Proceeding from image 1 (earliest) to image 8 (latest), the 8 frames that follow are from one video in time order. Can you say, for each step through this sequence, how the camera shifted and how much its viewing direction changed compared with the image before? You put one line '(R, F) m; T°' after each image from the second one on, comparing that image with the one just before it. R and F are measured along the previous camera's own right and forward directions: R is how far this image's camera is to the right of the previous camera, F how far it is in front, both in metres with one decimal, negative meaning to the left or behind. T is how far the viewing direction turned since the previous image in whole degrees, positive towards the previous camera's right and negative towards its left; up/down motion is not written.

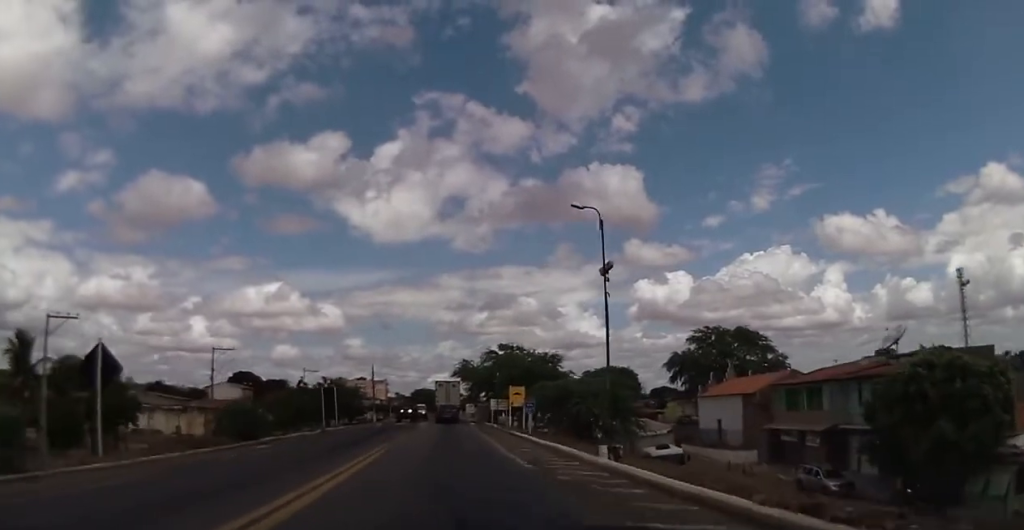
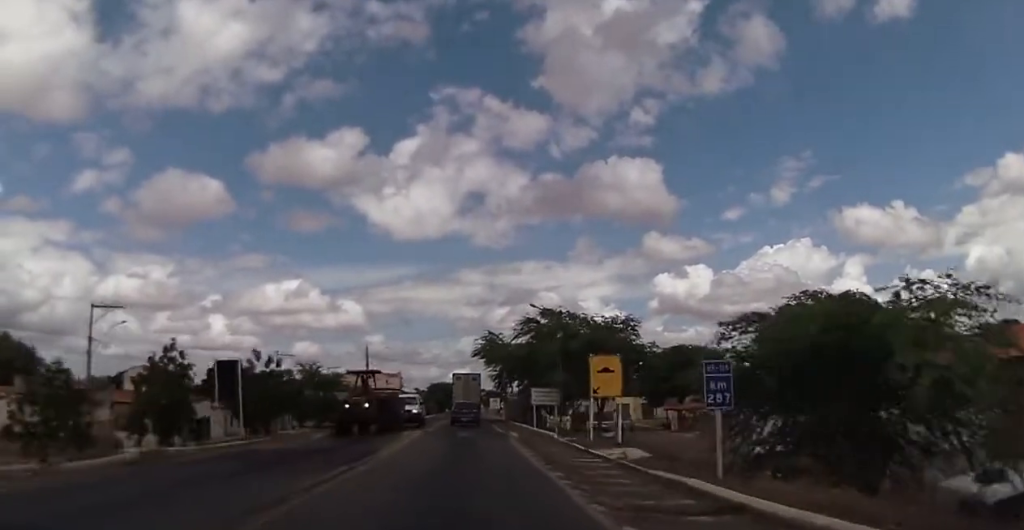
(+0.2, +27.7) m; -1°
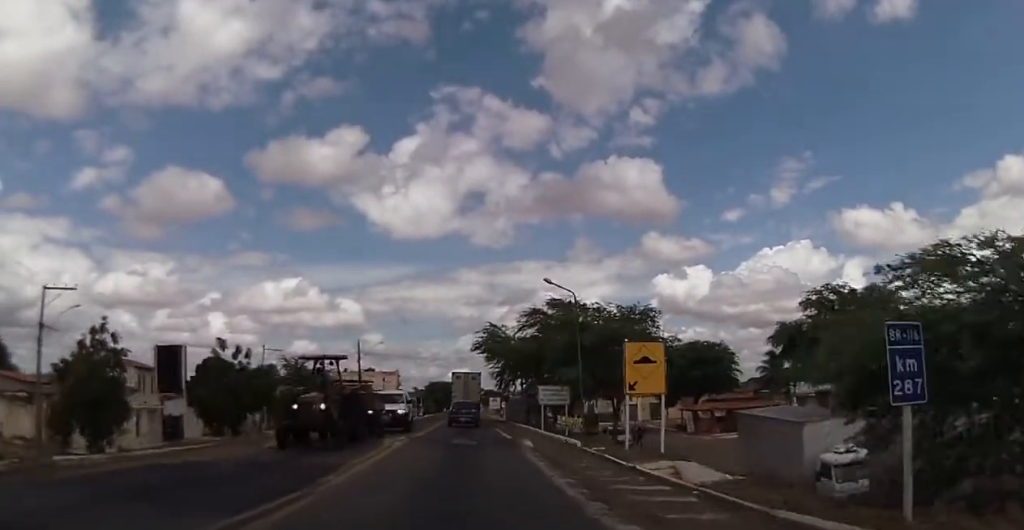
(-0.3, +5.8) m; -2°
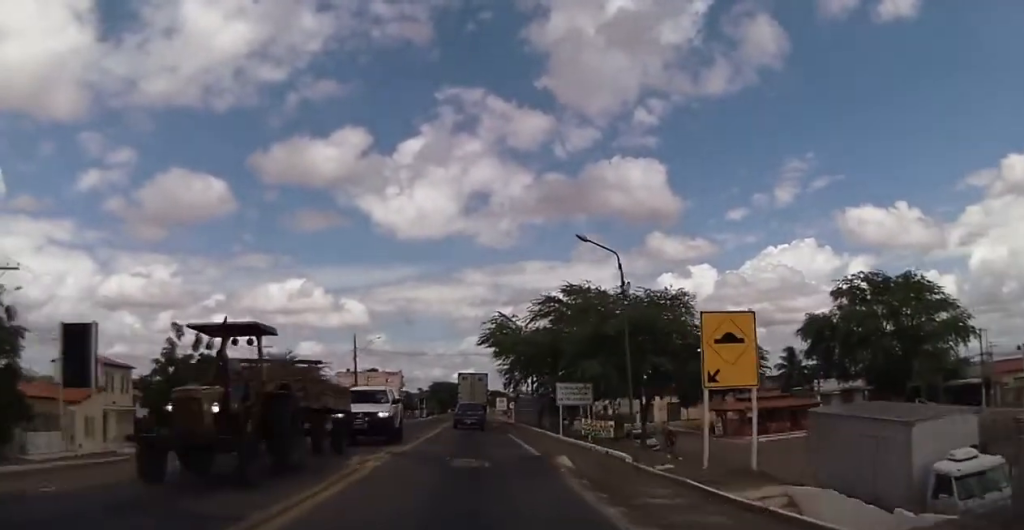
(-0.1, +6.5) m; -1°
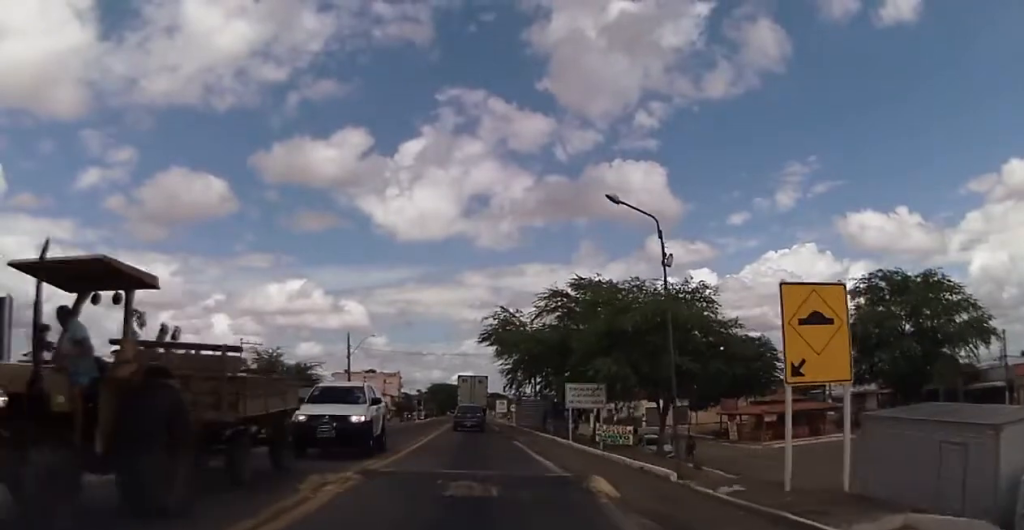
(-0.1, +4.1) m; +1°
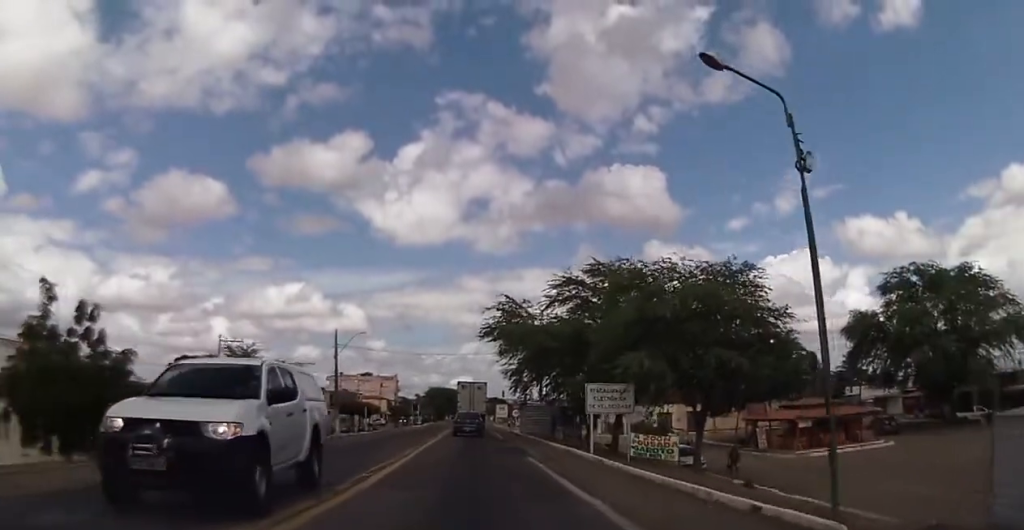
(+0.2, +7.3) m; +2°
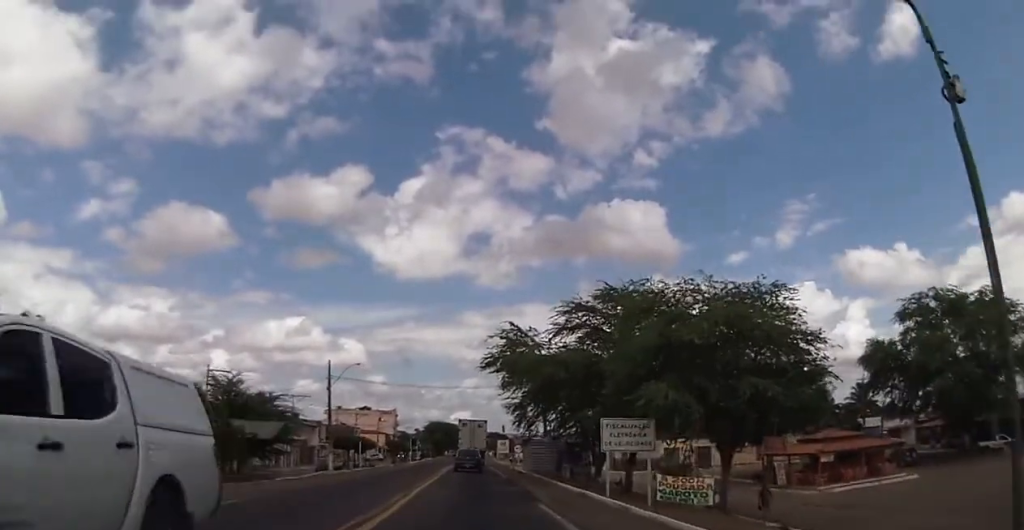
(0.0, +4.2) m; -2°
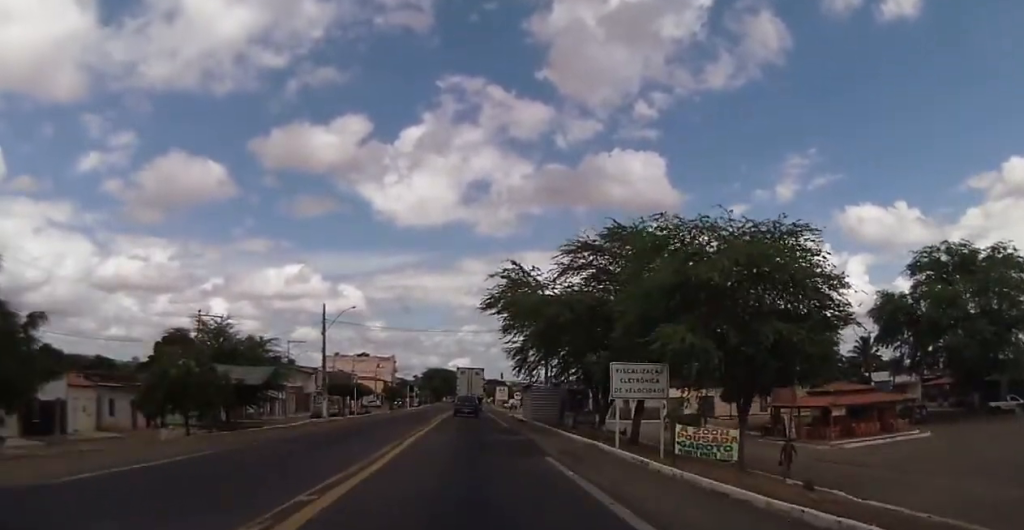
(0.0, +3.0) m; -2°
